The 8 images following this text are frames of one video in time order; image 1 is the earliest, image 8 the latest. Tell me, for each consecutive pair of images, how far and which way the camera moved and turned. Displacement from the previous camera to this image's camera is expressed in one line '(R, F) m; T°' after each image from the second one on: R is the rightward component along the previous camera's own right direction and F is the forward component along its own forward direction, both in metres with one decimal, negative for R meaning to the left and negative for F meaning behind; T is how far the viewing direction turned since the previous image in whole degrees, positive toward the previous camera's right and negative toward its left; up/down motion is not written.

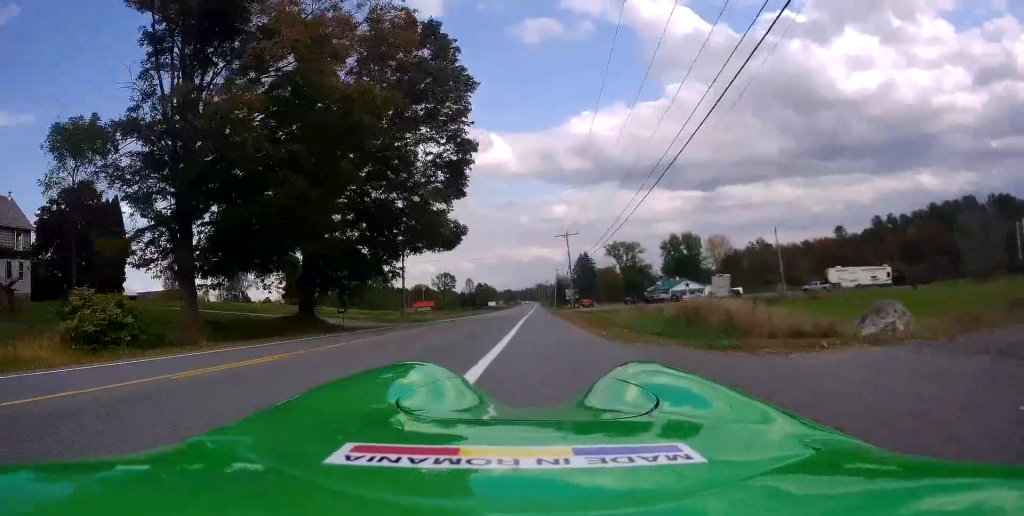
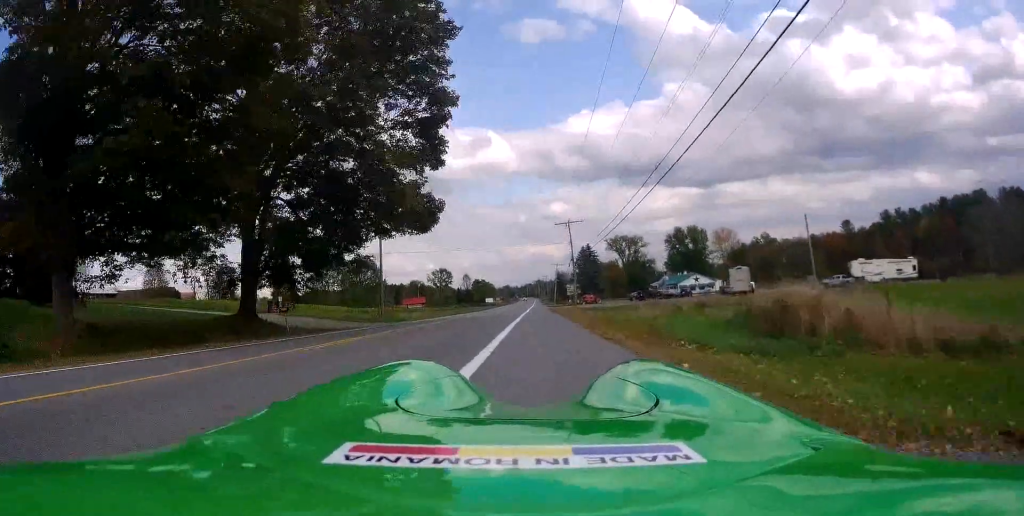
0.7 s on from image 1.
(-0.3, +8.1) m; 0°
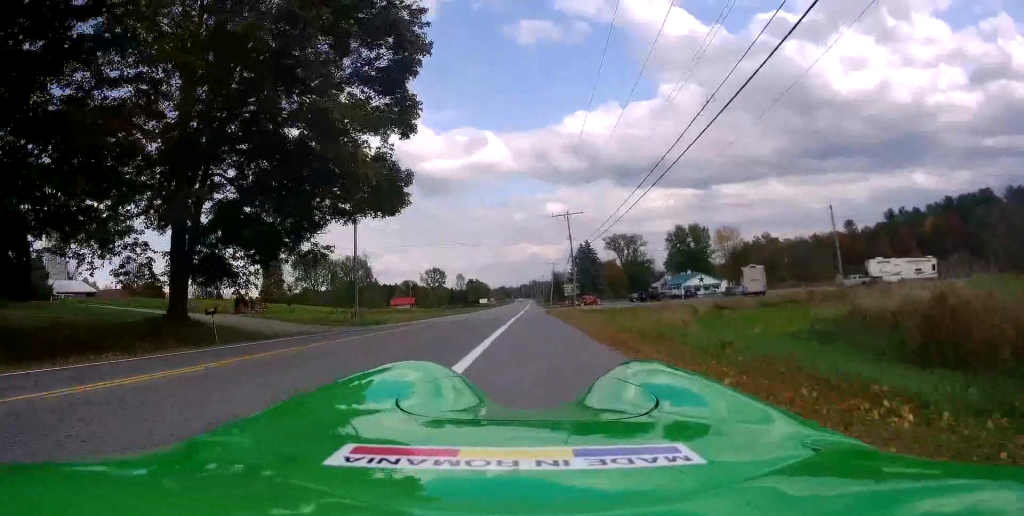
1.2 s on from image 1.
(+0.1, +6.2) m; +1°
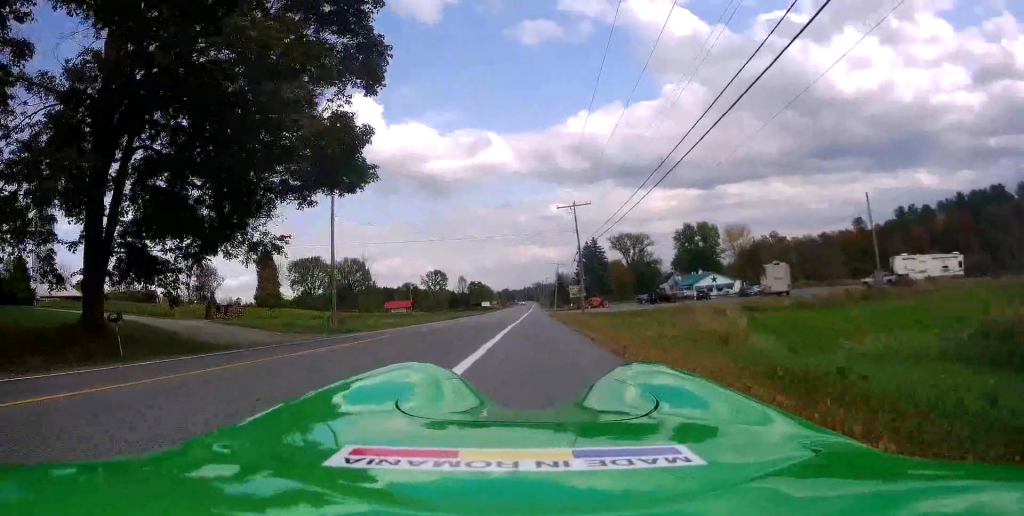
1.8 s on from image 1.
(+0.1, +5.8) m; +2°
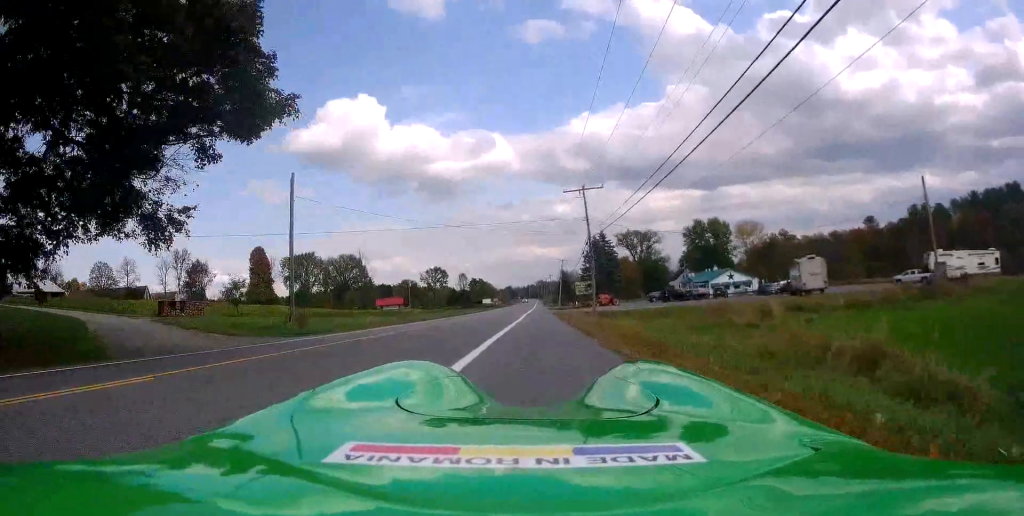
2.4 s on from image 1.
(+0.2, +7.3) m; -1°
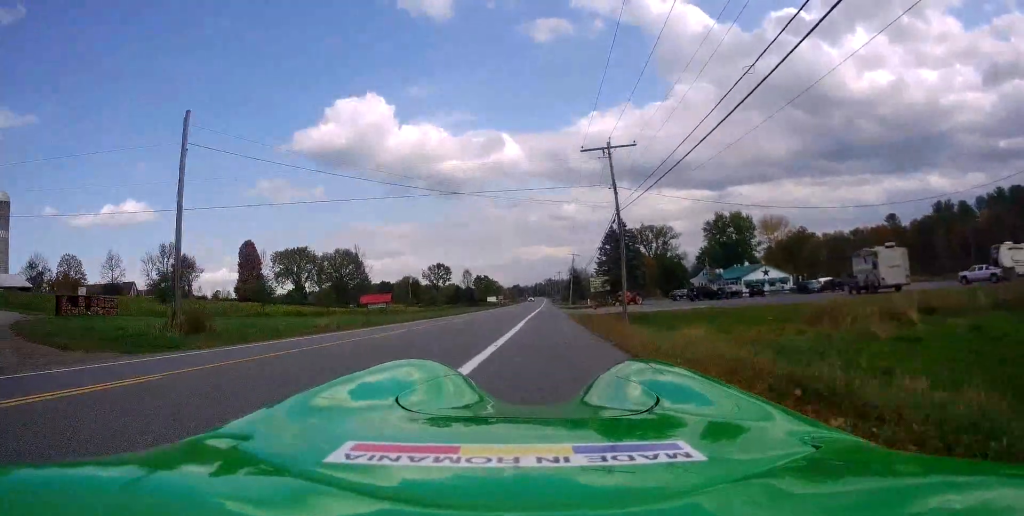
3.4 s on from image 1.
(-0.3, +11.8) m; -2°
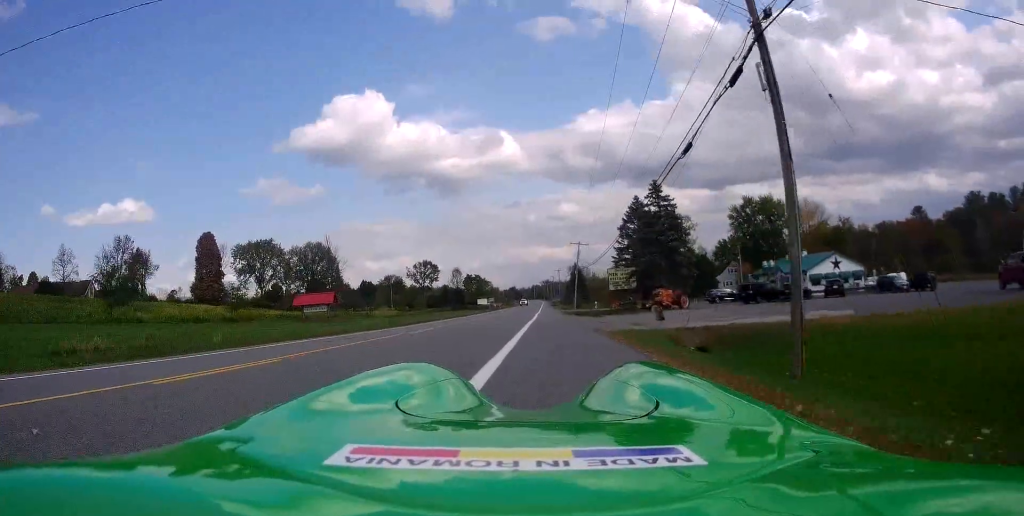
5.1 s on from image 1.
(0.0, +20.8) m; 0°
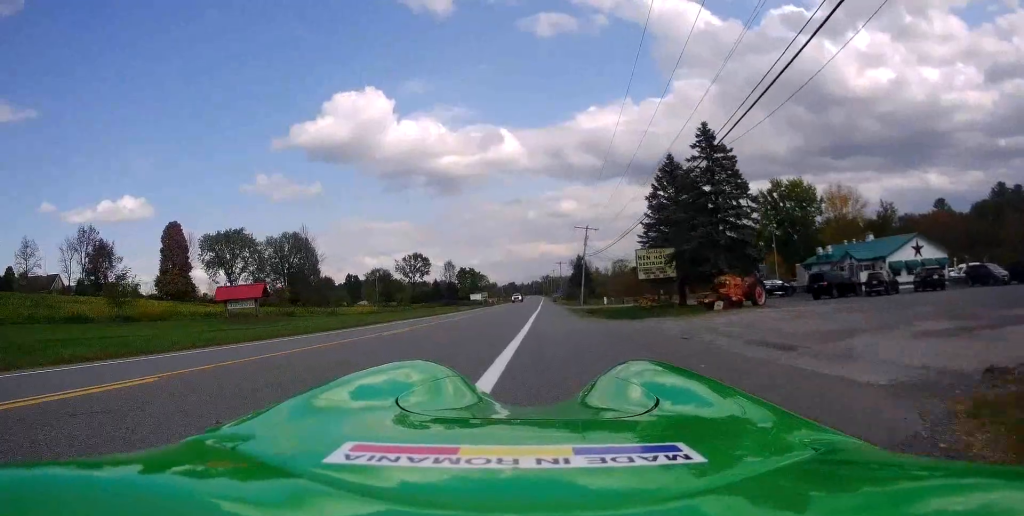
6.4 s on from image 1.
(-0.5, +15.0) m; -1°
